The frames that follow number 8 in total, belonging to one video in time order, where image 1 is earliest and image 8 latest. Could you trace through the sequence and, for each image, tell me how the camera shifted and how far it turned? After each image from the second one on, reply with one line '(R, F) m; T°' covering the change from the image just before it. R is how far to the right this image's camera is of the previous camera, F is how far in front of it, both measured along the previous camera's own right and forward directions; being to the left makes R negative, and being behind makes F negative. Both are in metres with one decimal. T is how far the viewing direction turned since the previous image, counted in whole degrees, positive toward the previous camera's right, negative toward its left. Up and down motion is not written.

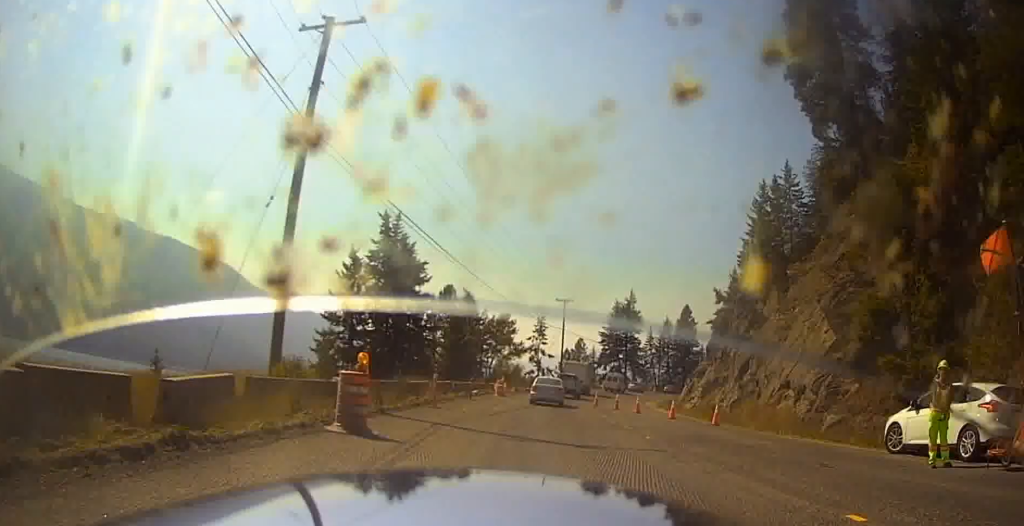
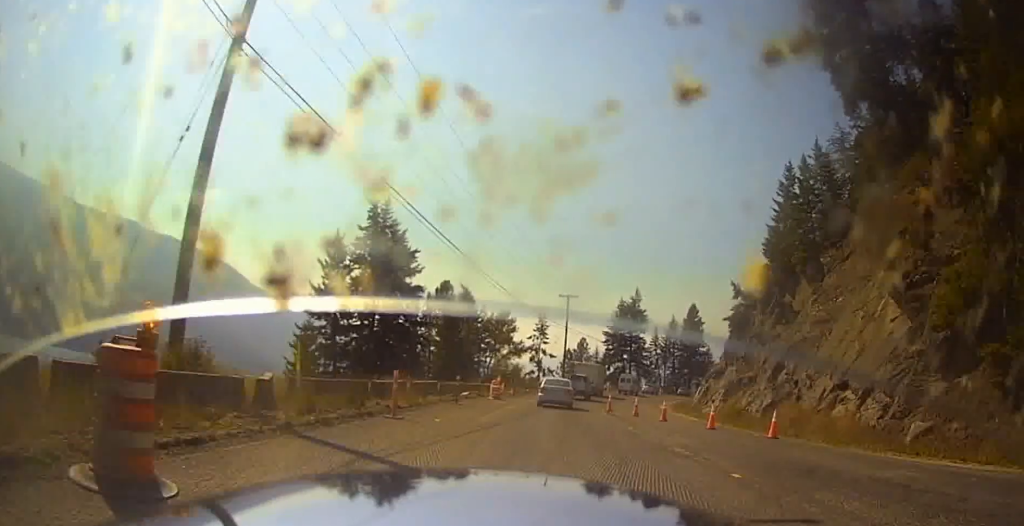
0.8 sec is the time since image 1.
(+0.1, +6.2) m; +3°
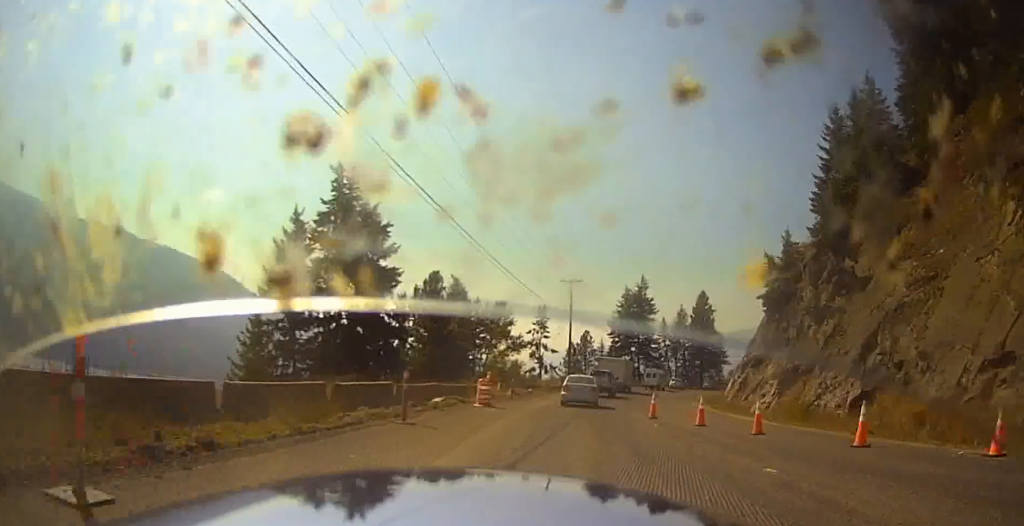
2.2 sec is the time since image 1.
(+0.7, +11.5) m; +6°
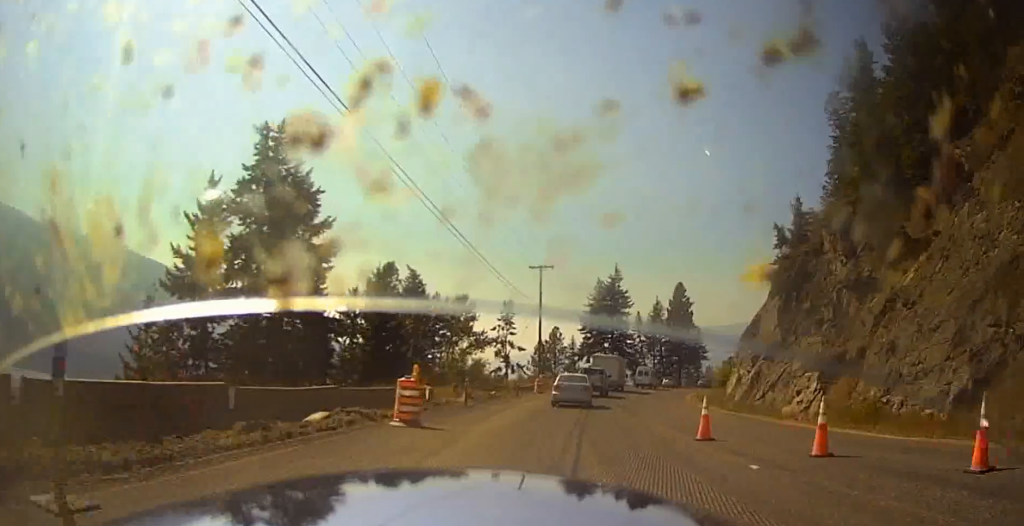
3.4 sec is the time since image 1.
(+0.1, +10.7) m; +1°
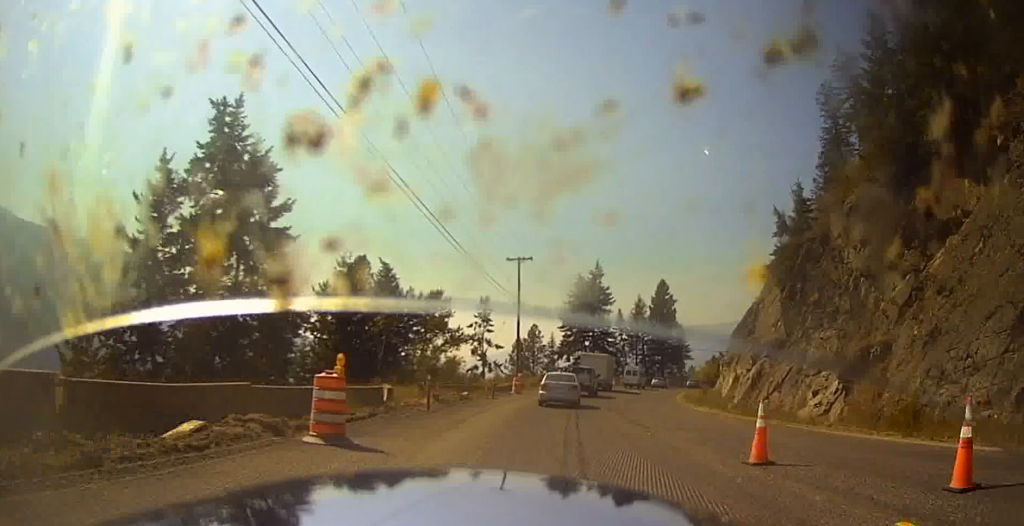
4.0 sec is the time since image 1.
(0.0, +4.5) m; +2°
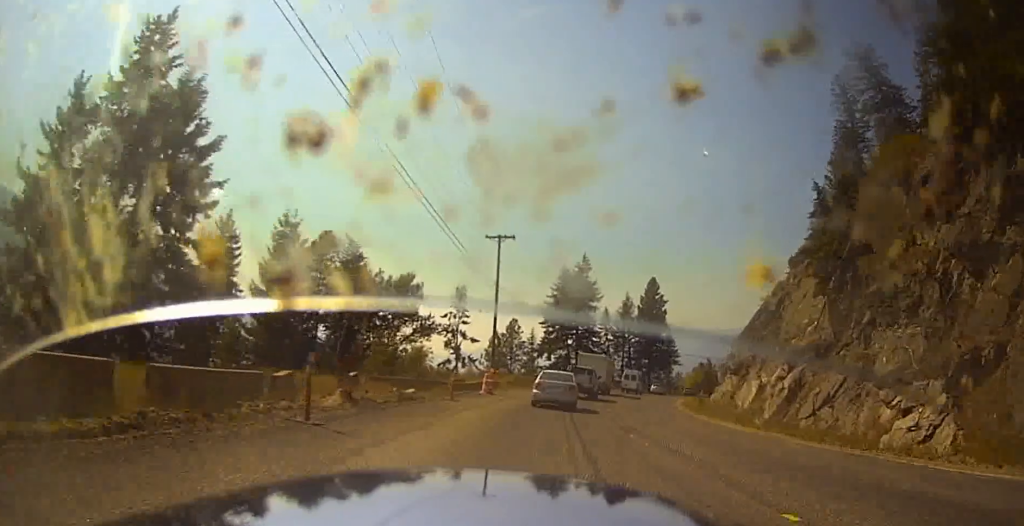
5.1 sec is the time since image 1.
(+0.5, +8.7) m; +5°
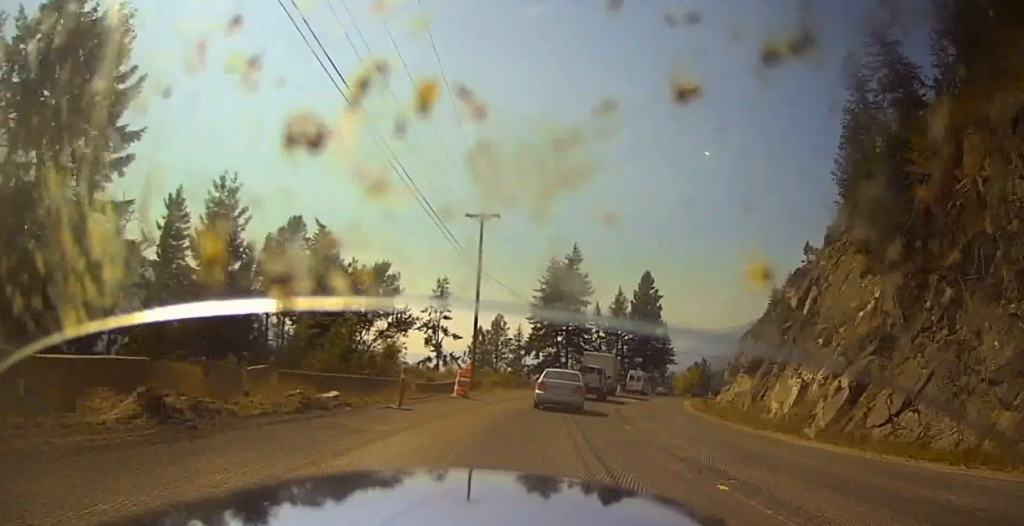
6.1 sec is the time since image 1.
(+0.1, +6.5) m; 0°
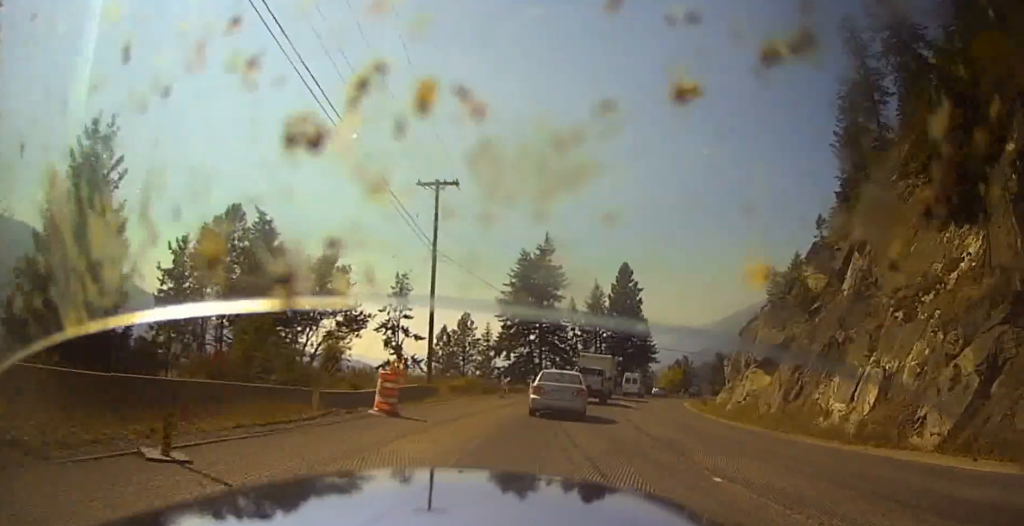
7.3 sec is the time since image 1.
(0.0, +8.0) m; +4°
